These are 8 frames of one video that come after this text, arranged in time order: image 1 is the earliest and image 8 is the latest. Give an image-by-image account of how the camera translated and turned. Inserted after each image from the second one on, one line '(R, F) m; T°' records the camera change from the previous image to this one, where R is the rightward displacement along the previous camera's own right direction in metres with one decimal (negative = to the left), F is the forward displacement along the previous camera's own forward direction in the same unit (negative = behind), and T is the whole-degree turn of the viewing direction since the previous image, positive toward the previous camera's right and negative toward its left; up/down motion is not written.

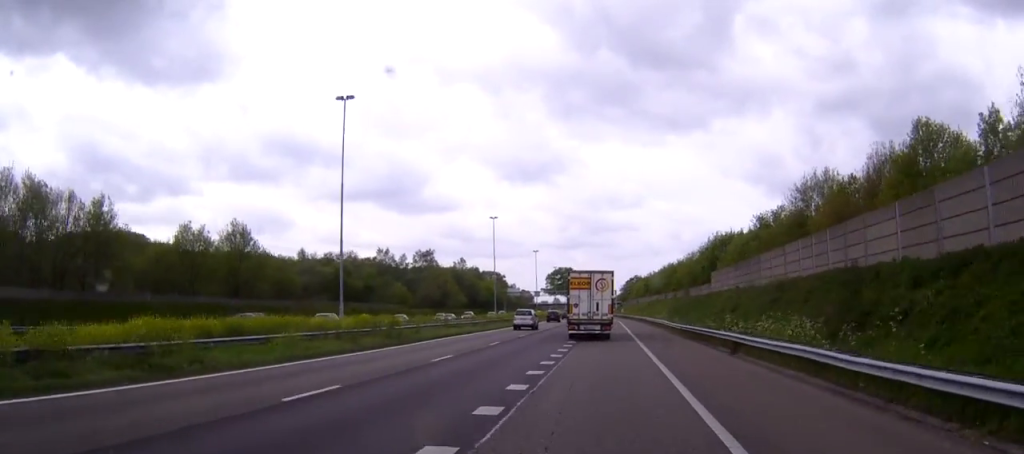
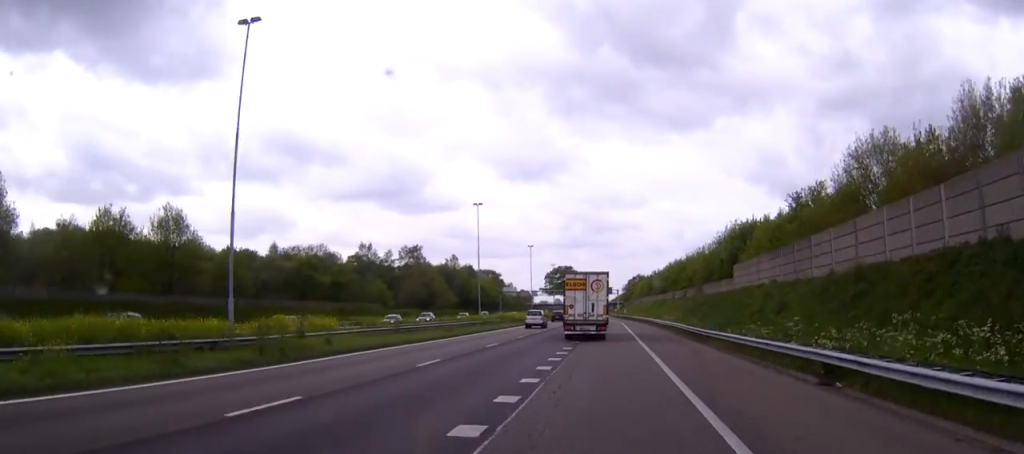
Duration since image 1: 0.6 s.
(0.0, +14.2) m; 0°
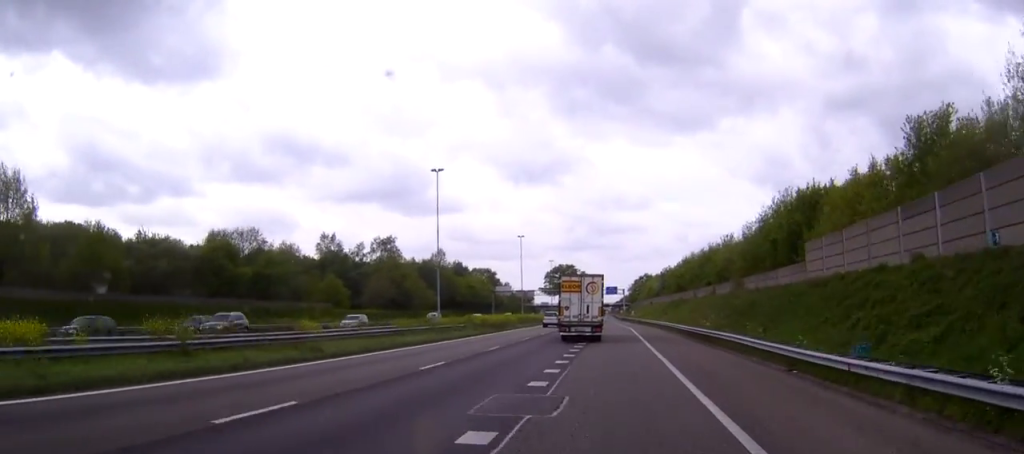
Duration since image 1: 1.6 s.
(-0.1, +24.7) m; 0°
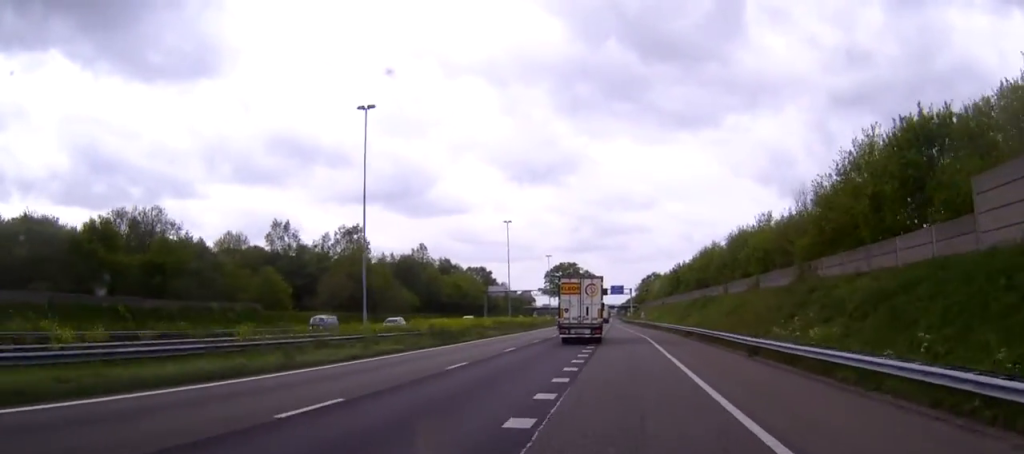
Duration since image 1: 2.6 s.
(0.0, +22.4) m; 0°
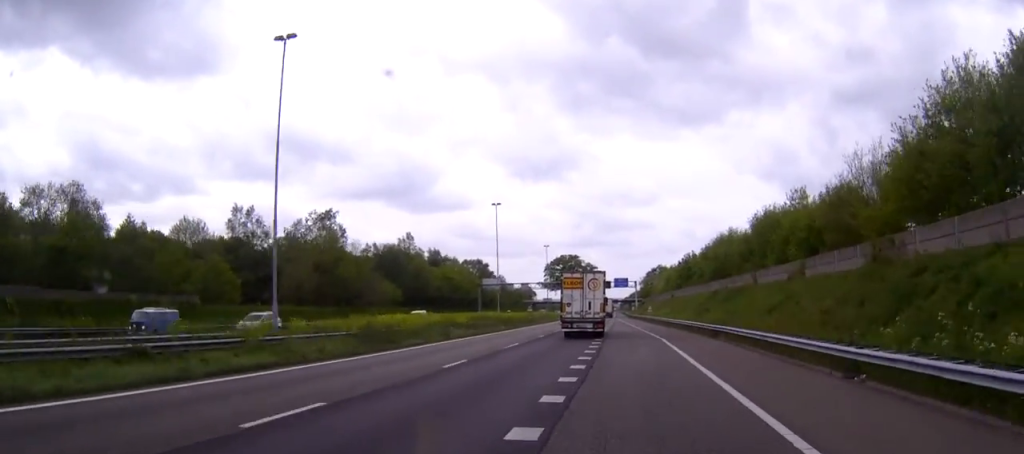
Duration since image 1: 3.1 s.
(-0.1, +13.7) m; 0°
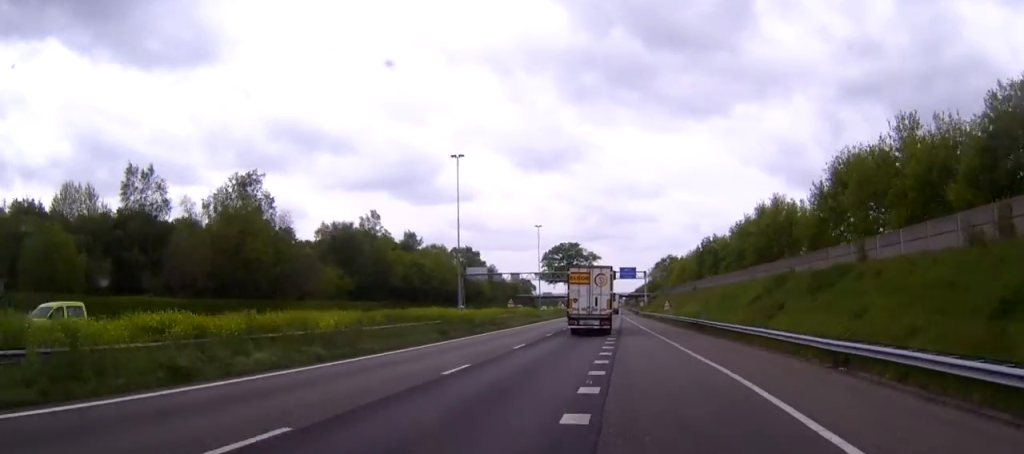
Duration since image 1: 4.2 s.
(0.0, +26.5) m; 0°
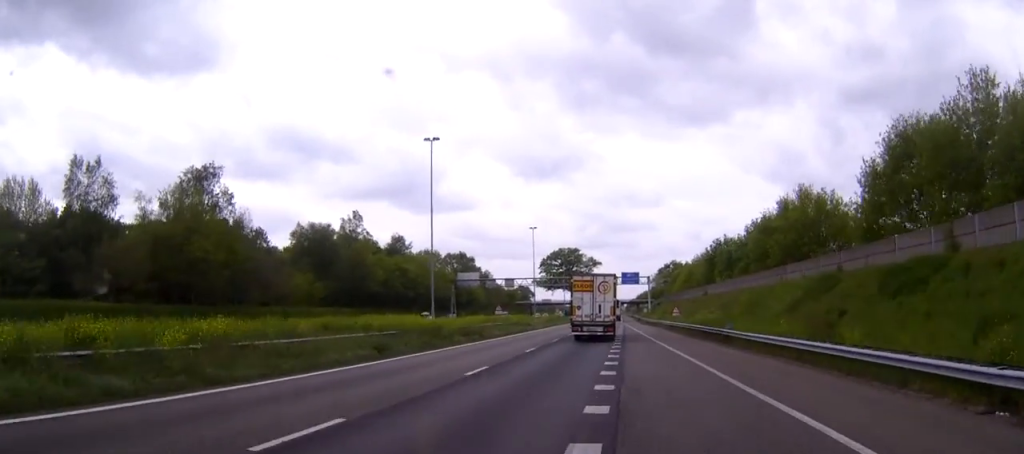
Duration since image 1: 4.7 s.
(0.0, +10.5) m; 0°
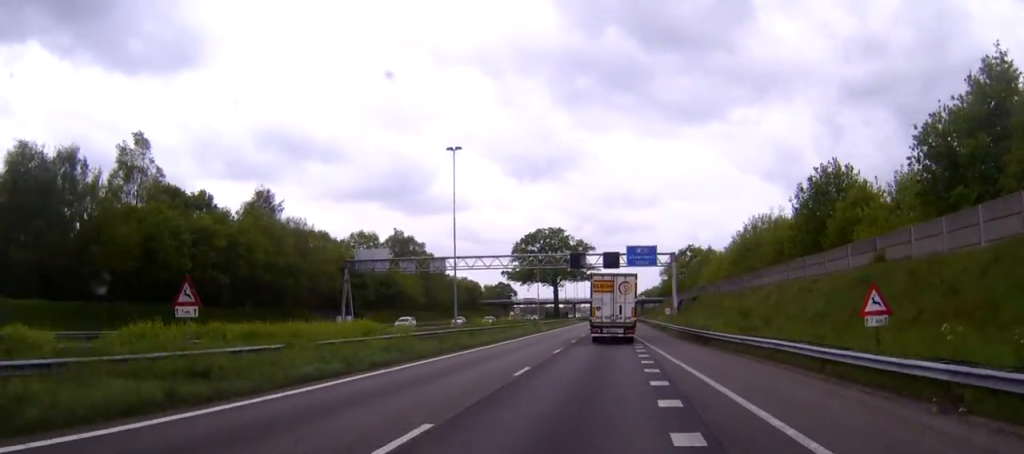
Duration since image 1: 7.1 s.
(-0.1, +59.6) m; 0°
